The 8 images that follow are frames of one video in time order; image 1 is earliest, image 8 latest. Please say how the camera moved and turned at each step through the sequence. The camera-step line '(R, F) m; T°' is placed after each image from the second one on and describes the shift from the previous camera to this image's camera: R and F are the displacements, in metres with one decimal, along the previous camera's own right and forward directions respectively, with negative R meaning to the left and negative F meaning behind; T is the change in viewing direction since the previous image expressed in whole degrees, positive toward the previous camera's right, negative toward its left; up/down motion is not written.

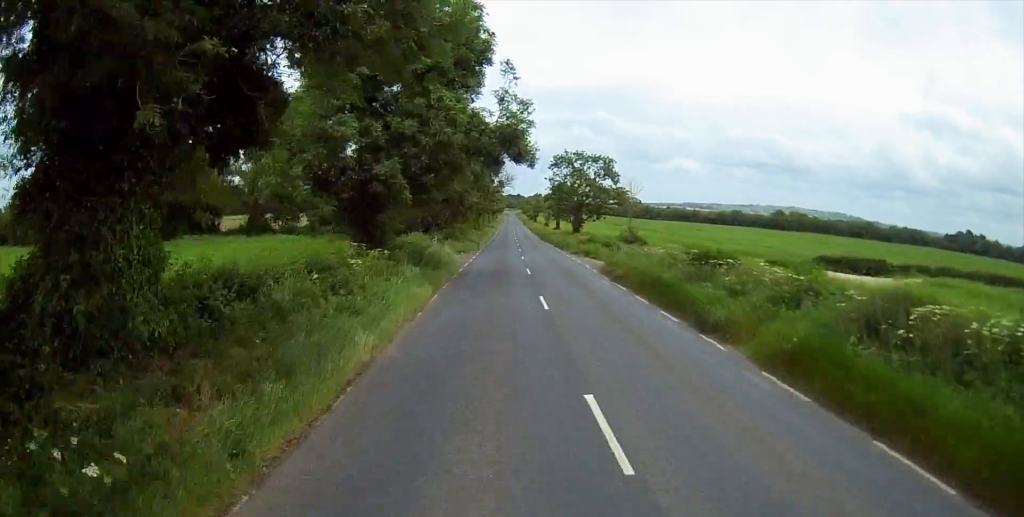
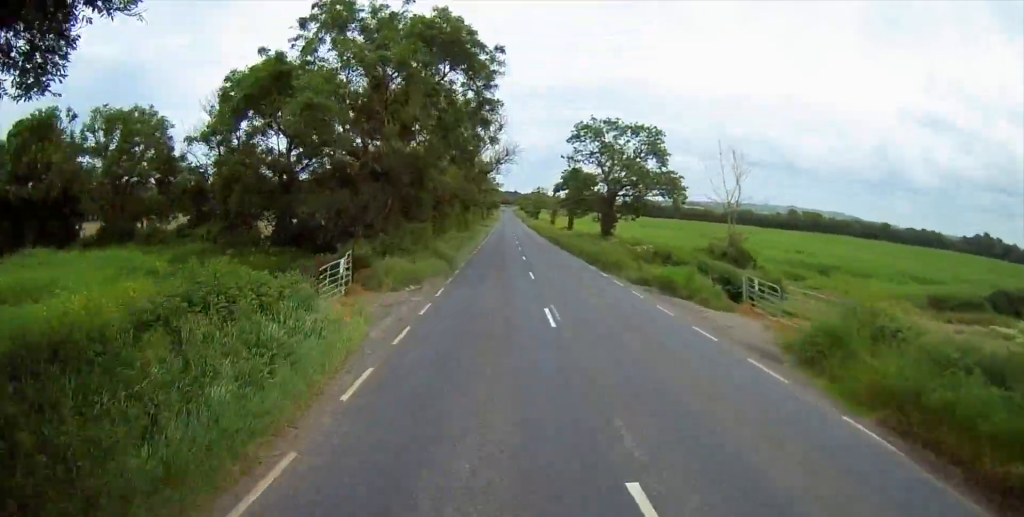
(-0.3, +27.8) m; -1°
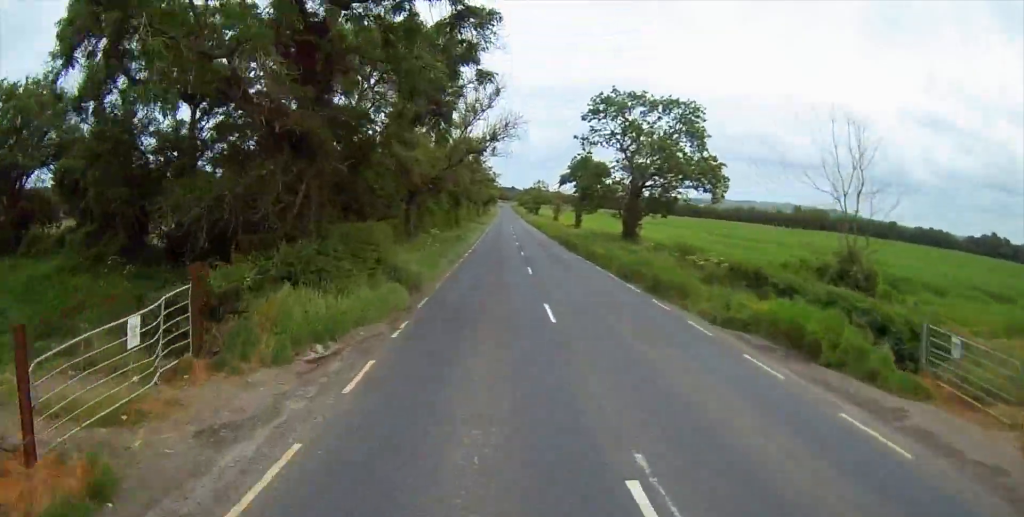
(0.0, +12.2) m; +1°
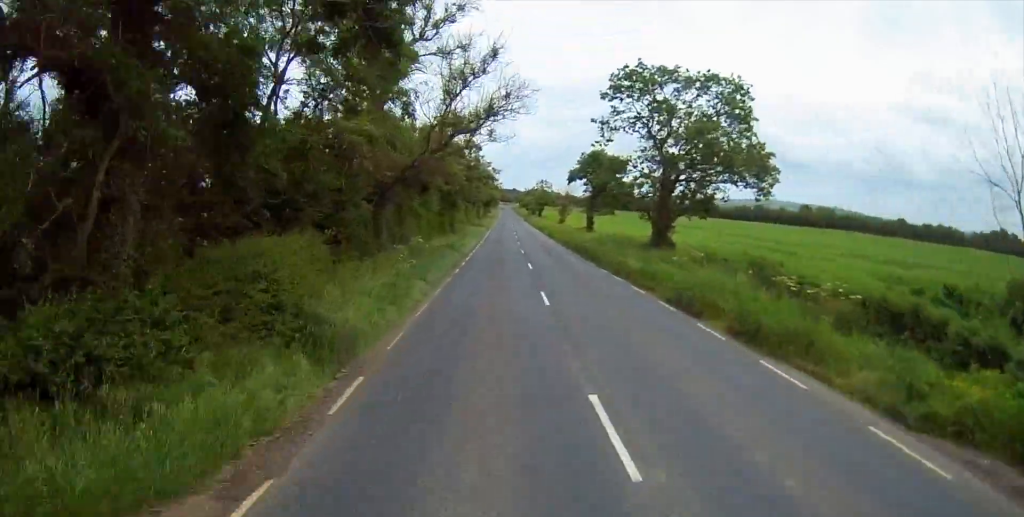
(0.0, +9.1) m; +1°
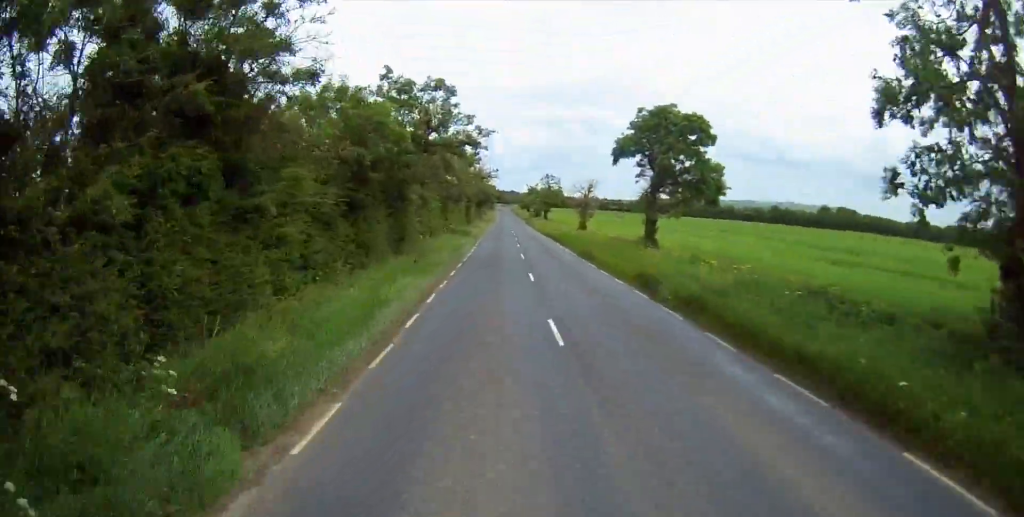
(+0.7, +30.0) m; 0°
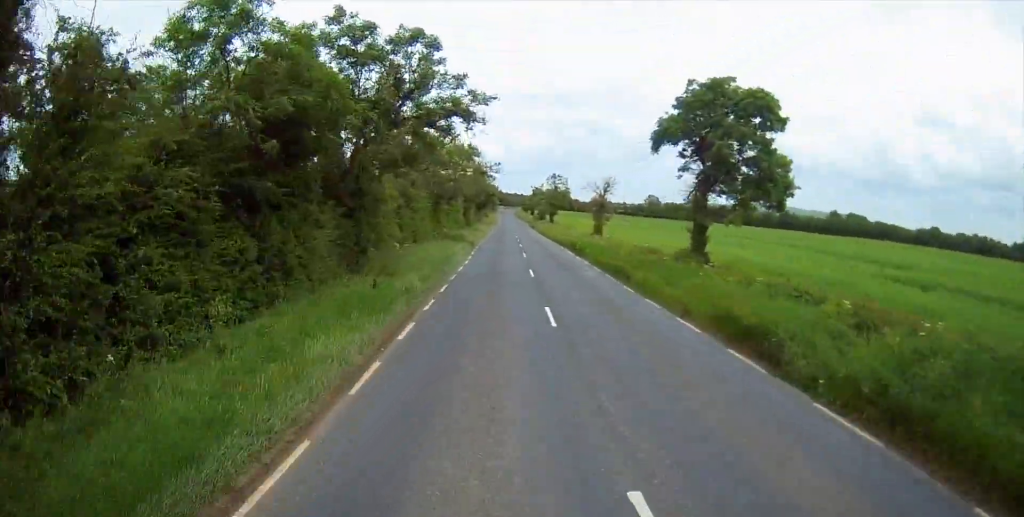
(-0.2, +9.6) m; -1°
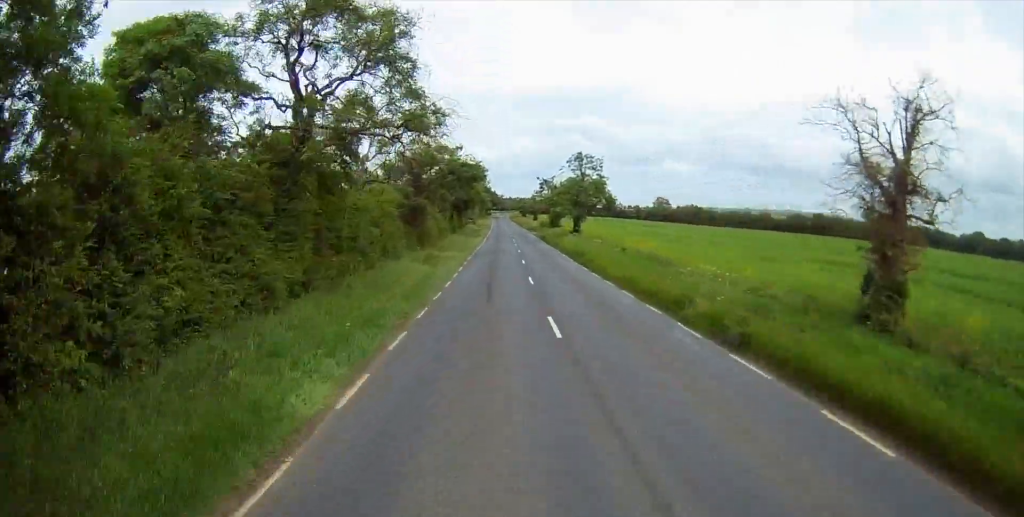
(-0.5, +48.8) m; 0°
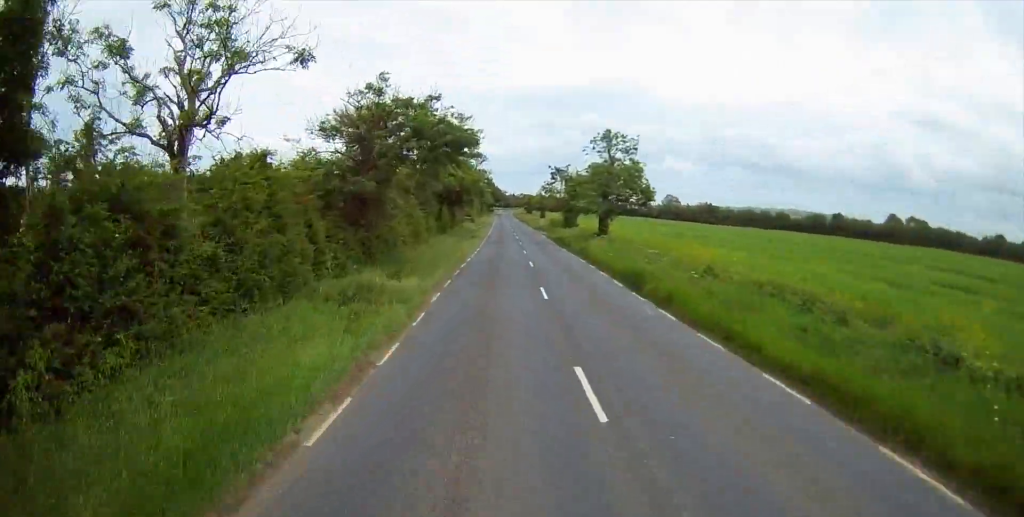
(0.0, +17.6) m; +1°
